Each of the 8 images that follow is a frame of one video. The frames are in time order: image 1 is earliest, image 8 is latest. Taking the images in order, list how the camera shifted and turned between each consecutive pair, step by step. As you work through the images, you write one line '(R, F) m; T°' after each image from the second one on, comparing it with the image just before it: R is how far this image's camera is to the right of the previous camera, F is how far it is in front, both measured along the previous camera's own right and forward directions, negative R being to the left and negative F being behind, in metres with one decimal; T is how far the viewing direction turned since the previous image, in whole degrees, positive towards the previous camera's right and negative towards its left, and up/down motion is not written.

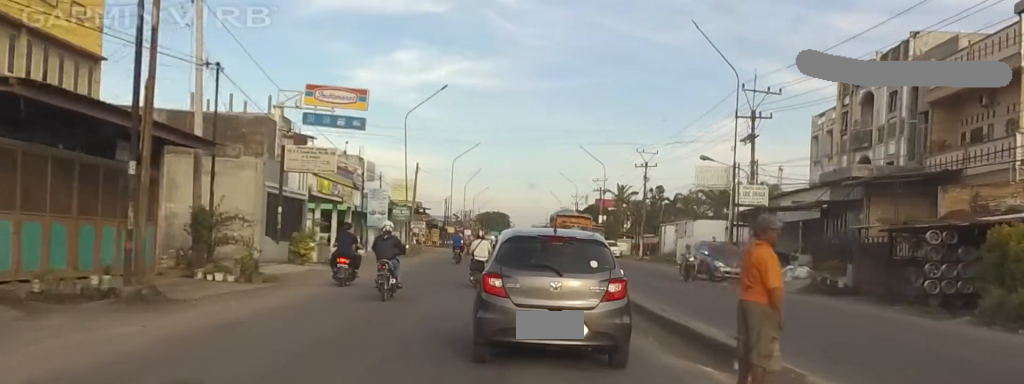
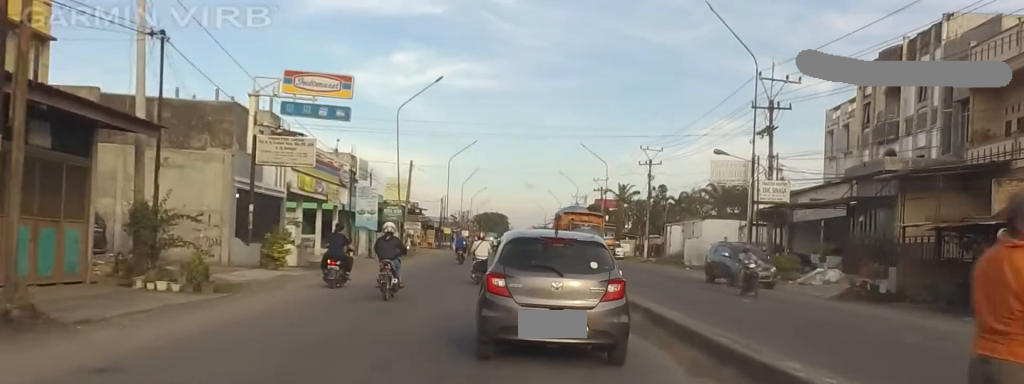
(0.0, +4.5) m; 0°
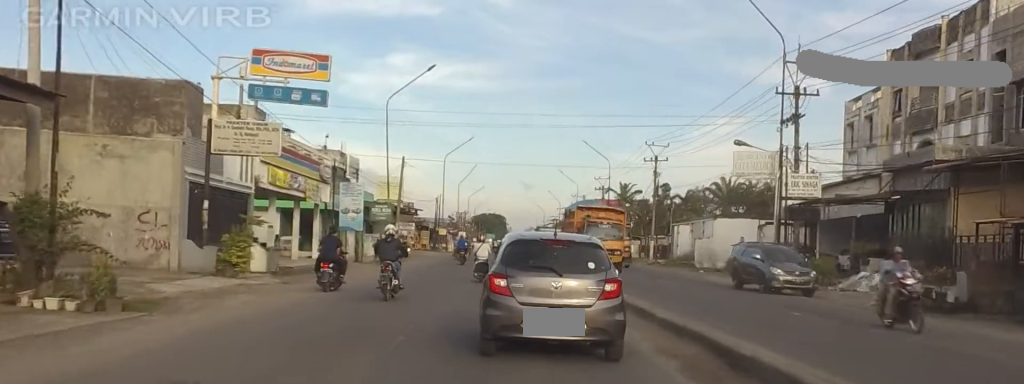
(0.0, +5.4) m; 0°
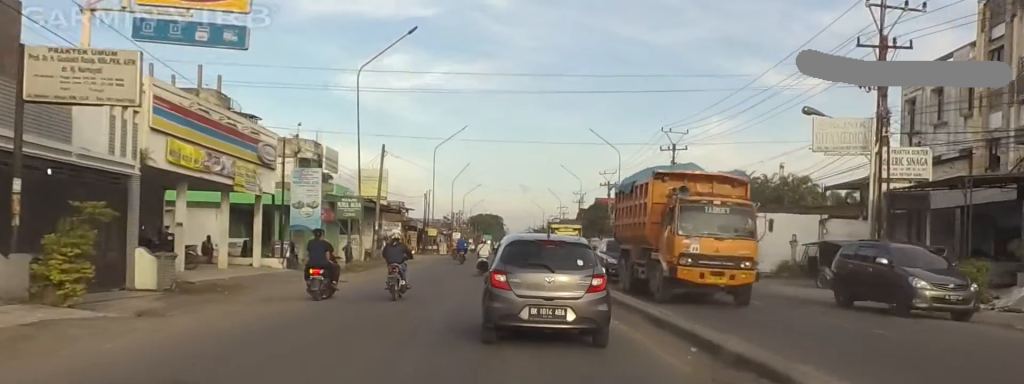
(0.0, +12.1) m; 0°
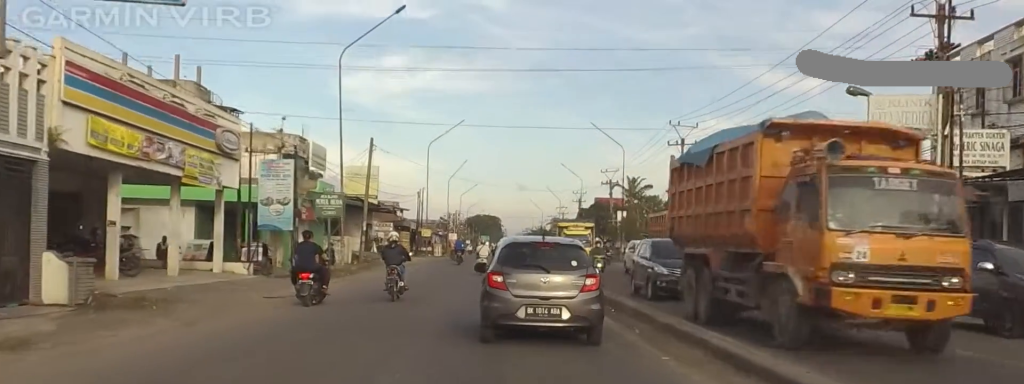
(0.0, +5.1) m; 0°
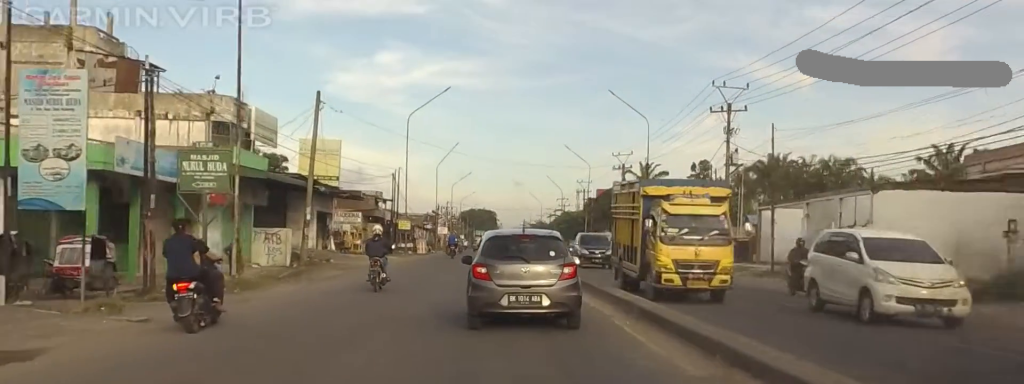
(0.0, +16.2) m; 0°
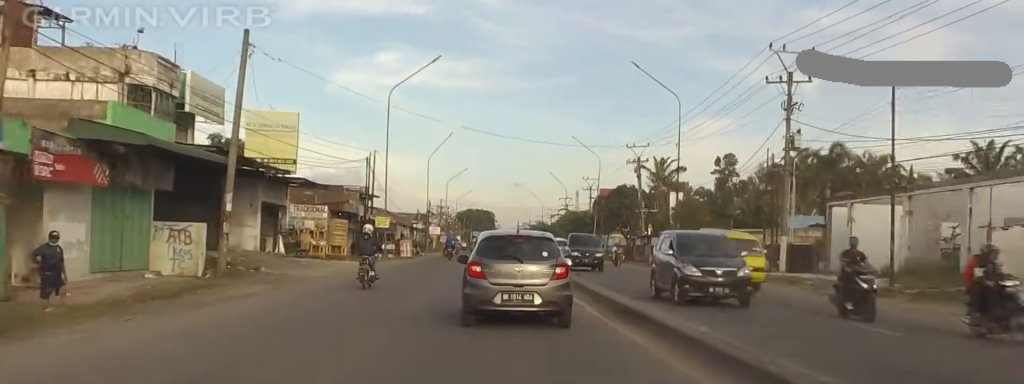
(0.0, +11.7) m; 0°
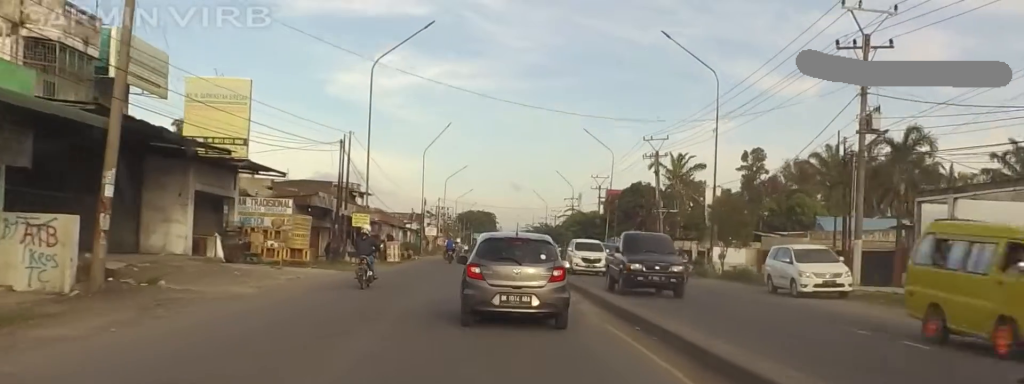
(0.0, +8.7) m; 0°
